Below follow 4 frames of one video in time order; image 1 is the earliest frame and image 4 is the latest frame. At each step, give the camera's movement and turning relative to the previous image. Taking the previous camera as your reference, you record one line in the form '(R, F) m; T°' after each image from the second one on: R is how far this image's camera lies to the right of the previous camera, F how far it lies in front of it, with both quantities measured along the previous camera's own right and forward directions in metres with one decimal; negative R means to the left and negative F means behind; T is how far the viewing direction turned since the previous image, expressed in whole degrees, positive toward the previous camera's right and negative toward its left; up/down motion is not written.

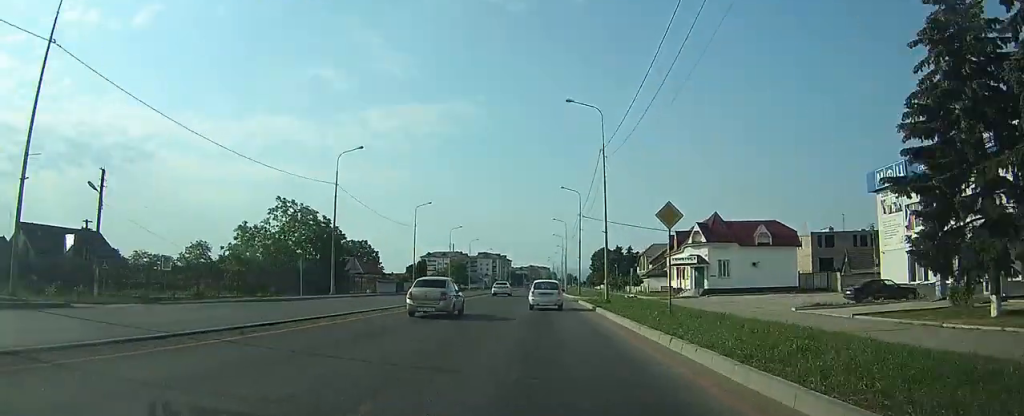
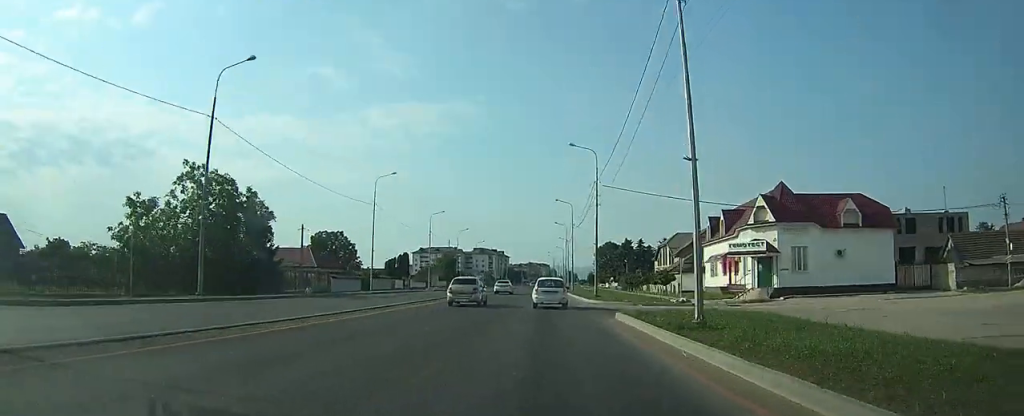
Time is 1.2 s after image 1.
(-0.1, +20.2) m; 0°
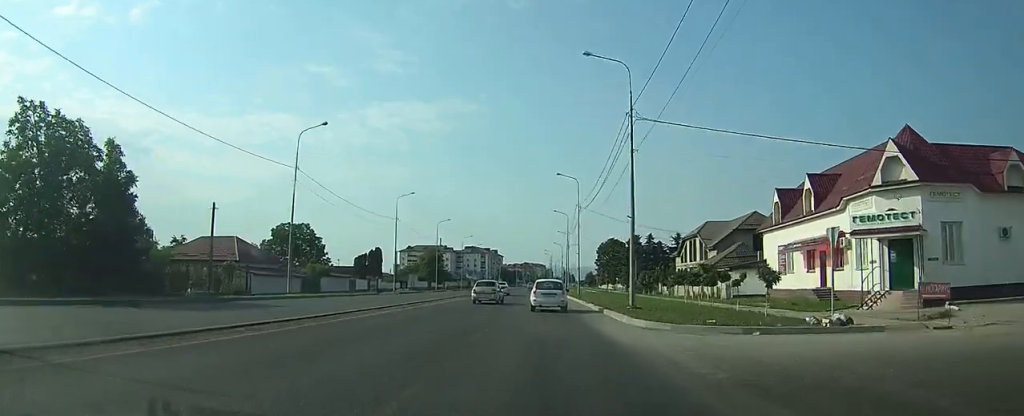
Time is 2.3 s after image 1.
(0.0, +19.5) m; 0°
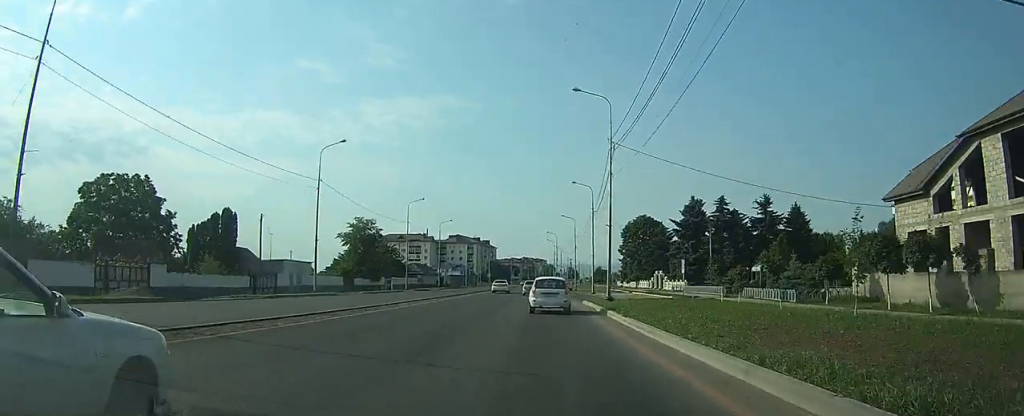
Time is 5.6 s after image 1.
(0.0, +55.9) m; 0°
